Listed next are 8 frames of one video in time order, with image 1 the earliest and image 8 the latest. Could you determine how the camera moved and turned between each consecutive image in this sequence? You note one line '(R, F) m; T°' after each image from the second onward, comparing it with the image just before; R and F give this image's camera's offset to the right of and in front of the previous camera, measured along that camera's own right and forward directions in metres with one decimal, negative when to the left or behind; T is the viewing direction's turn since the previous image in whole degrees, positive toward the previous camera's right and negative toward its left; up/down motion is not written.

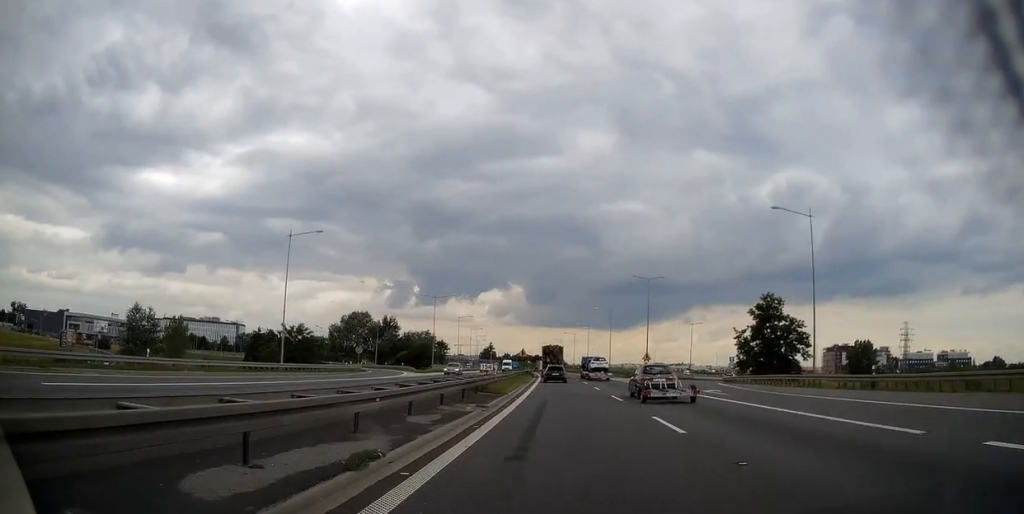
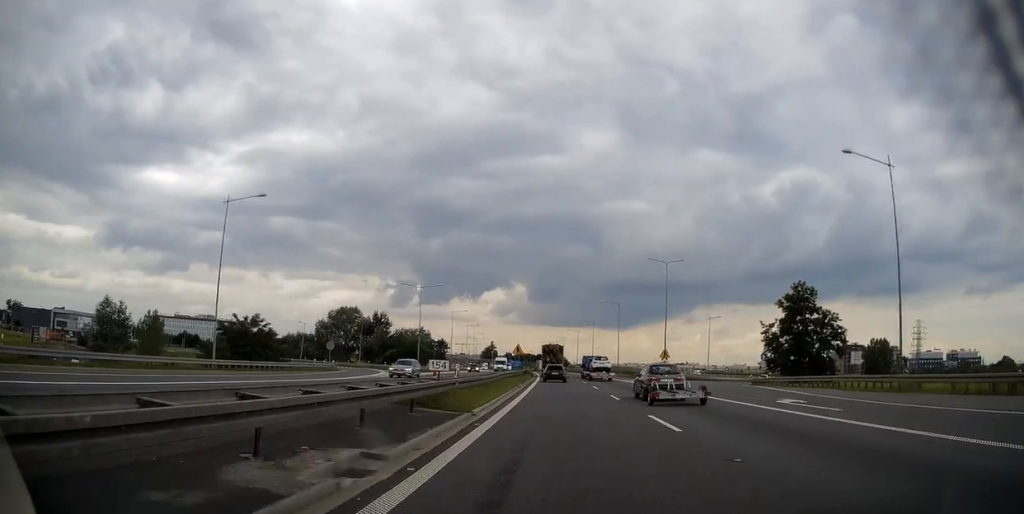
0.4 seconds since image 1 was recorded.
(0.0, +11.7) m; 0°
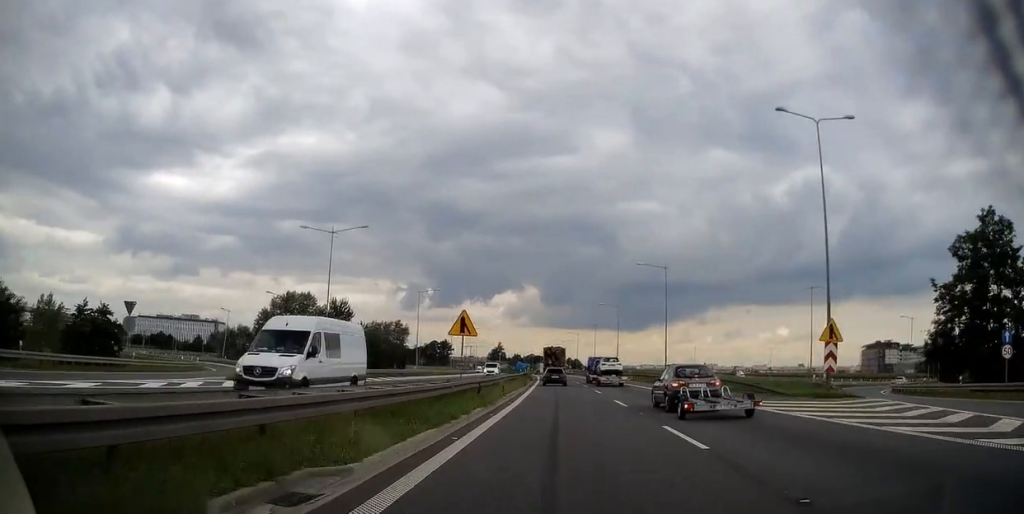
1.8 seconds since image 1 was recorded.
(-0.4, +37.8) m; -1°
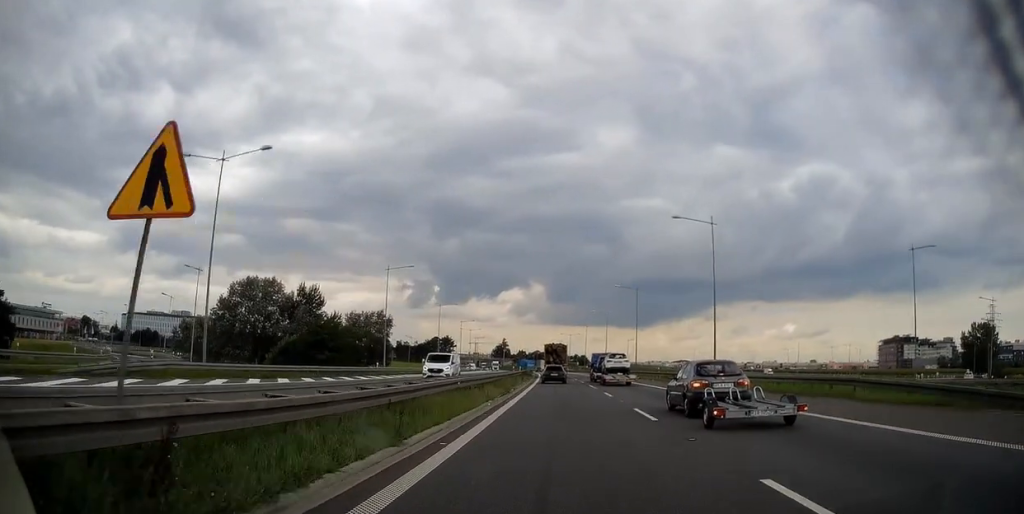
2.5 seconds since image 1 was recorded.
(-0.1, +18.9) m; -1°
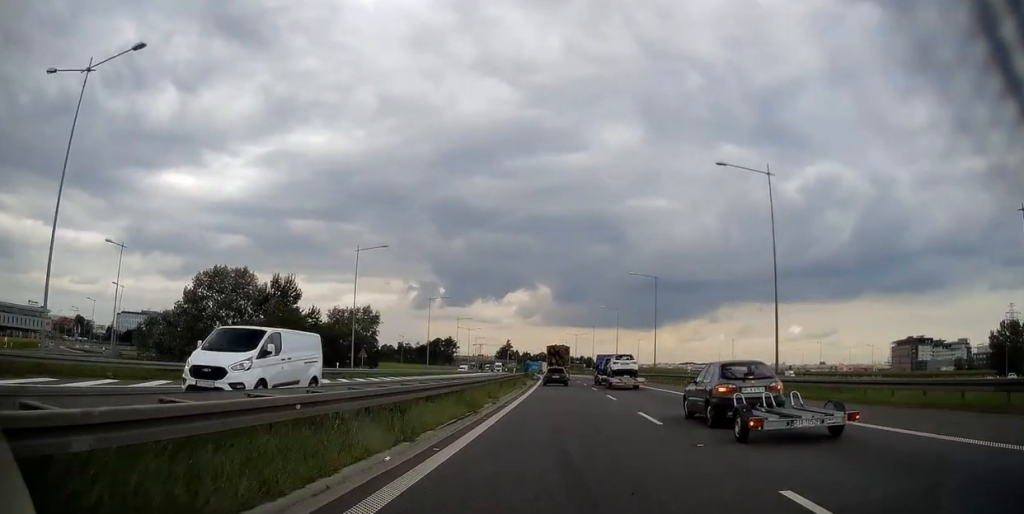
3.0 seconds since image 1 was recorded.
(-0.2, +12.6) m; 0°
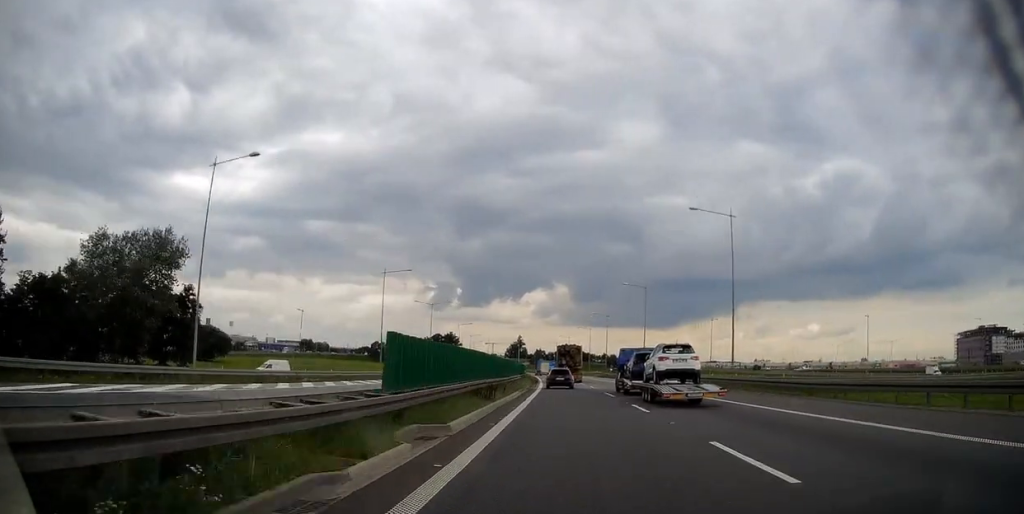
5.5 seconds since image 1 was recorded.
(-1.7, +67.3) m; -2°
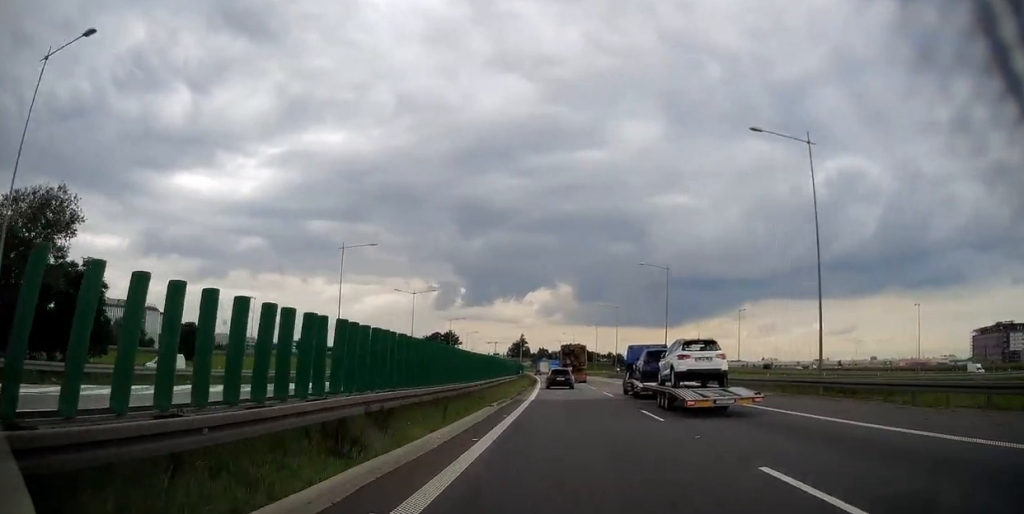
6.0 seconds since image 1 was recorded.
(+0.2, +14.7) m; 0°
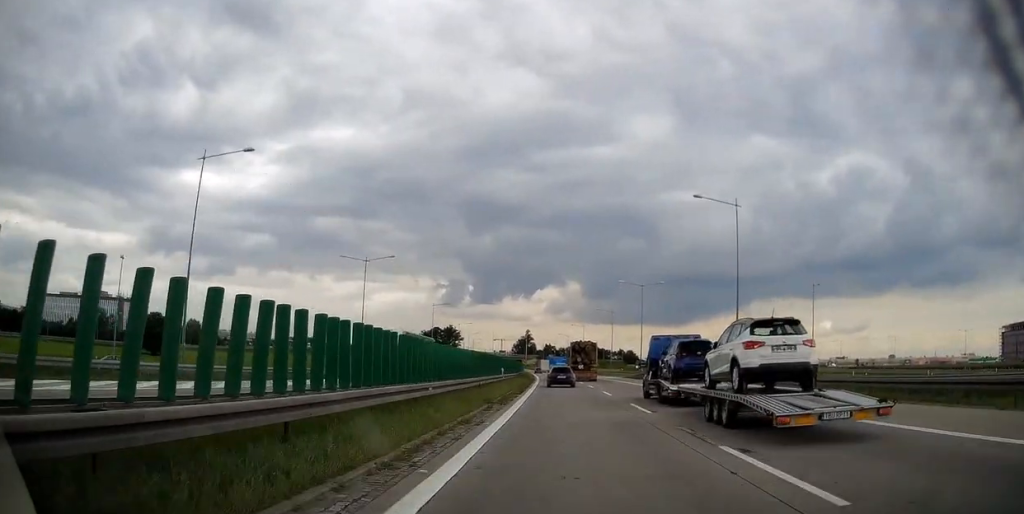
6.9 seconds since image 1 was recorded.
(0.0, +25.1) m; 0°
